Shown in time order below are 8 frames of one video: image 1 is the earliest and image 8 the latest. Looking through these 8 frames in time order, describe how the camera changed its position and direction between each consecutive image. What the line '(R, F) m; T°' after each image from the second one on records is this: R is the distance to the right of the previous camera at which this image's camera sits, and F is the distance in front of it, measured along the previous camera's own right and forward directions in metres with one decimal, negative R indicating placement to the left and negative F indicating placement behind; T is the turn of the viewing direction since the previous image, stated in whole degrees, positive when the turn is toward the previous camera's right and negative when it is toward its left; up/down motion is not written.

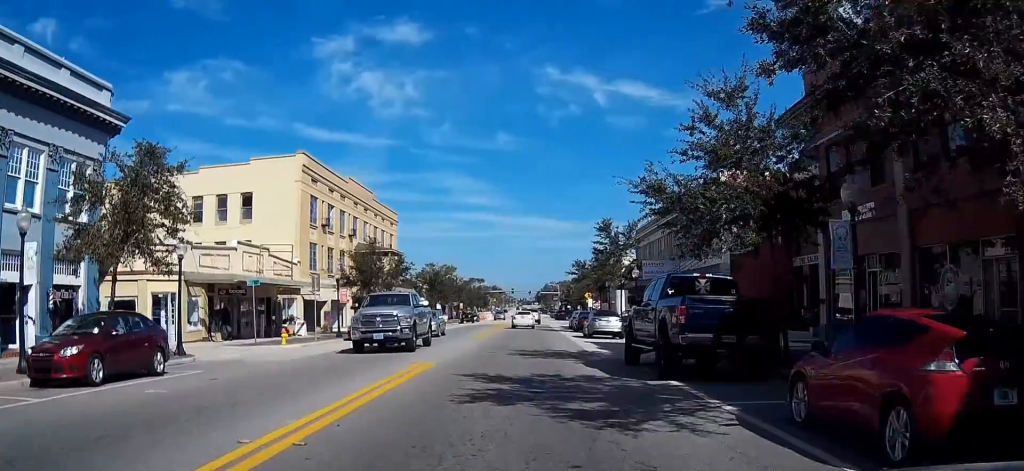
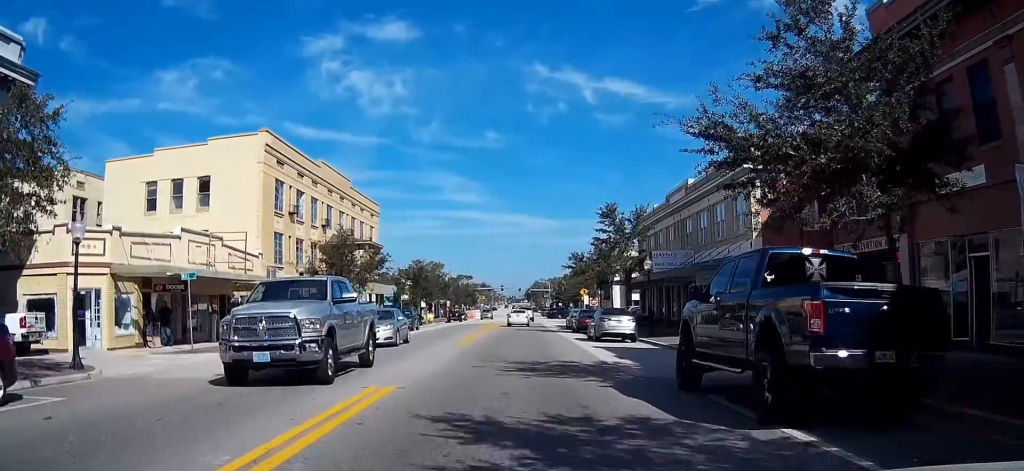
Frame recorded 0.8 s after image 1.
(0.0, +6.4) m; +1°
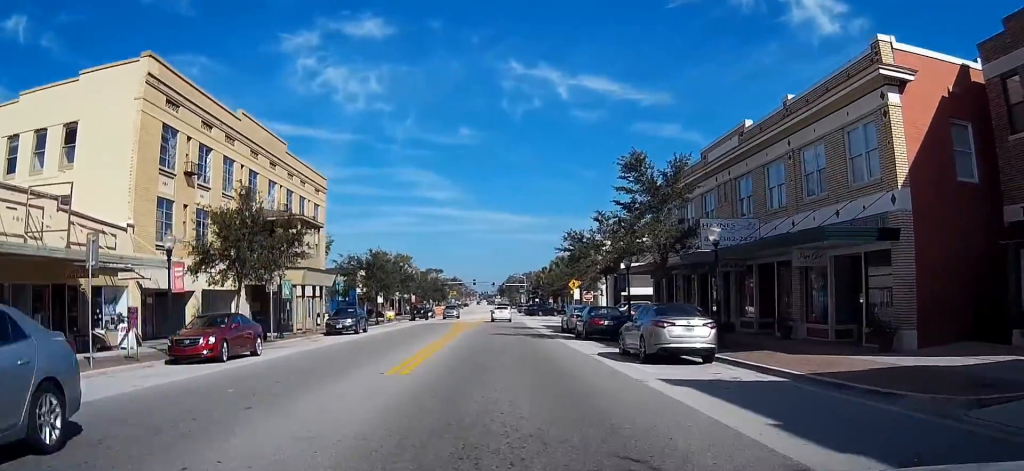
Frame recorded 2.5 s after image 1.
(+0.3, +15.2) m; +2°
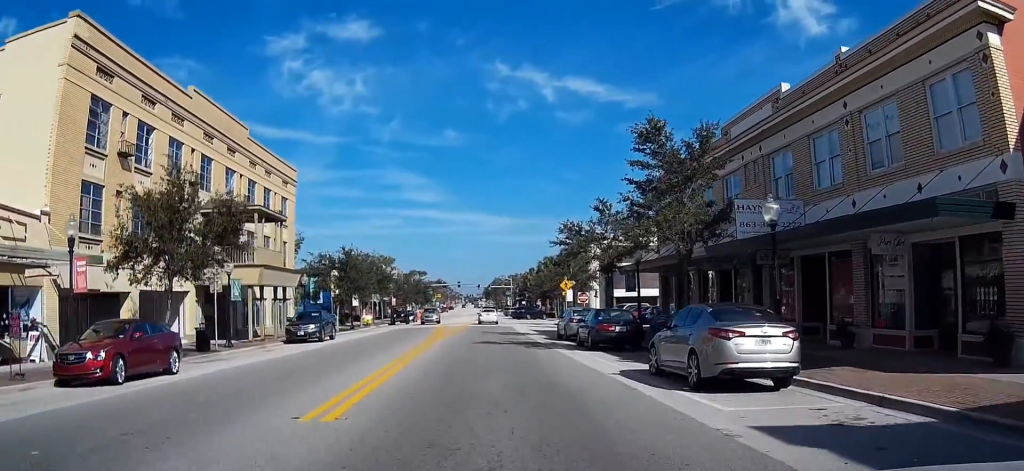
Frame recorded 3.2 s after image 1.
(+0.1, +6.2) m; 0°
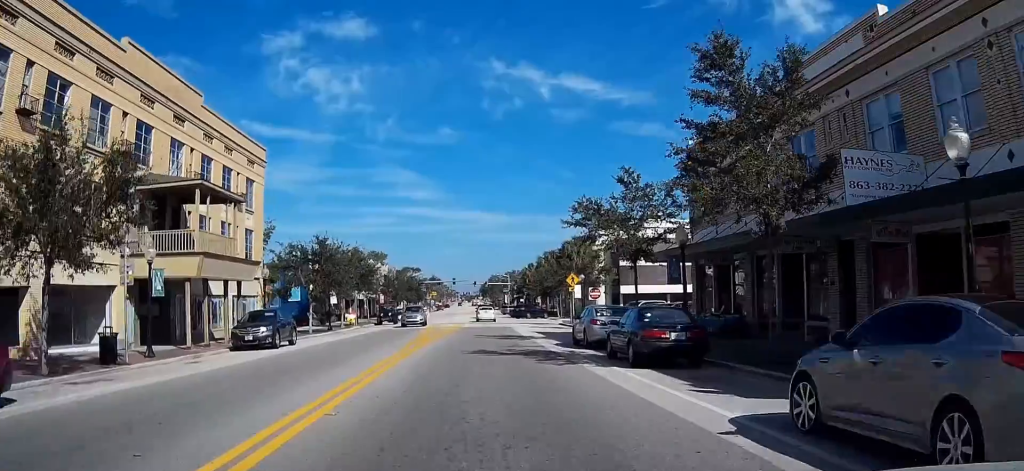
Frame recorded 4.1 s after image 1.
(0.0, +8.3) m; -1°
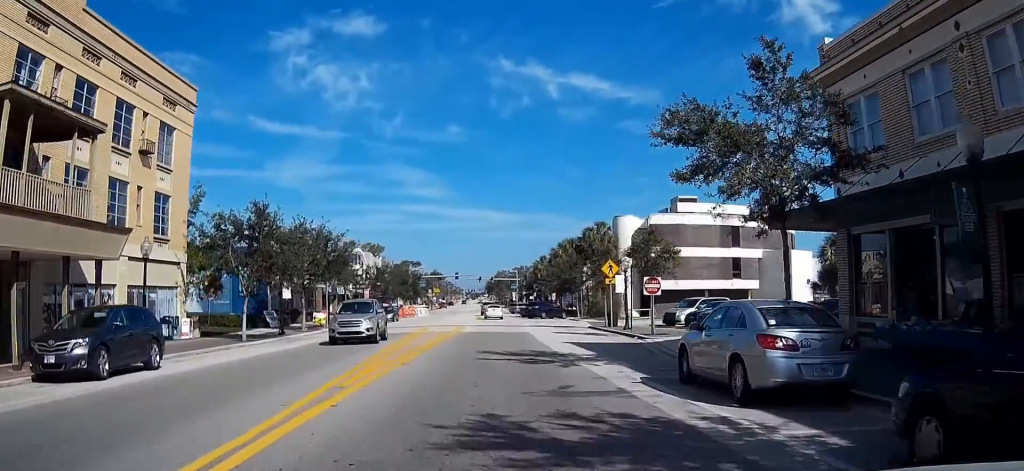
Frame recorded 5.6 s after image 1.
(-0.1, +15.7) m; 0°
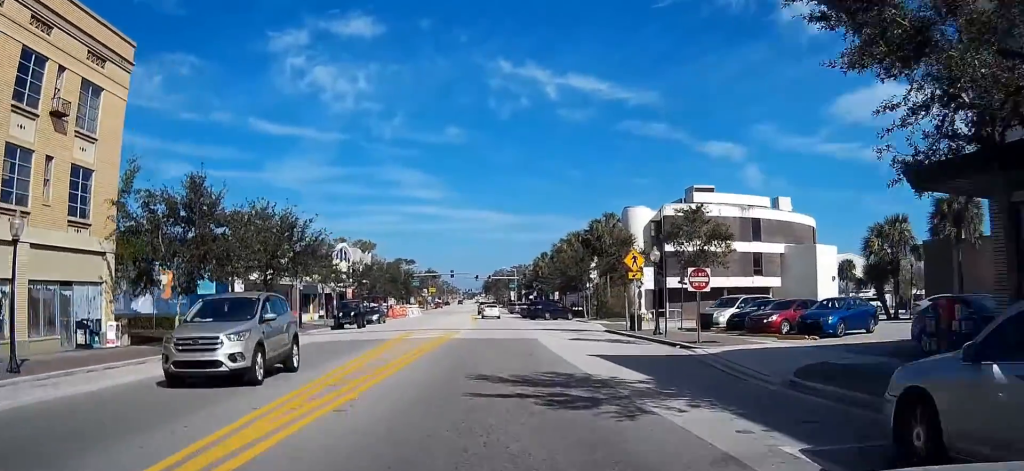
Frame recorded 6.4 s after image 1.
(0.0, +8.0) m; 0°
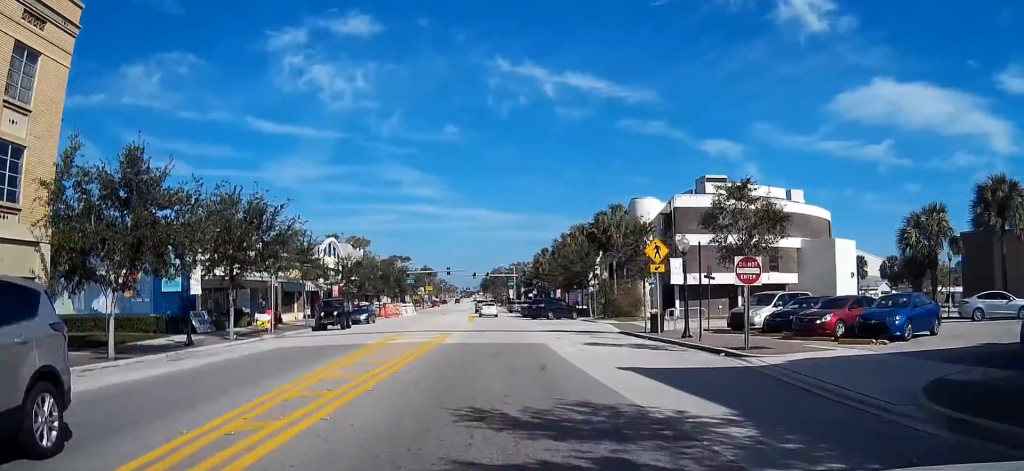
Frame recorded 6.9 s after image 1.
(0.0, +5.3) m; 0°
